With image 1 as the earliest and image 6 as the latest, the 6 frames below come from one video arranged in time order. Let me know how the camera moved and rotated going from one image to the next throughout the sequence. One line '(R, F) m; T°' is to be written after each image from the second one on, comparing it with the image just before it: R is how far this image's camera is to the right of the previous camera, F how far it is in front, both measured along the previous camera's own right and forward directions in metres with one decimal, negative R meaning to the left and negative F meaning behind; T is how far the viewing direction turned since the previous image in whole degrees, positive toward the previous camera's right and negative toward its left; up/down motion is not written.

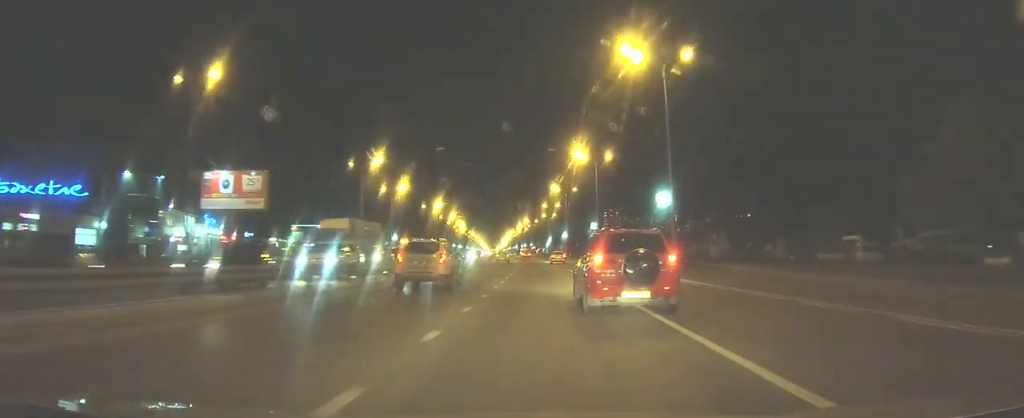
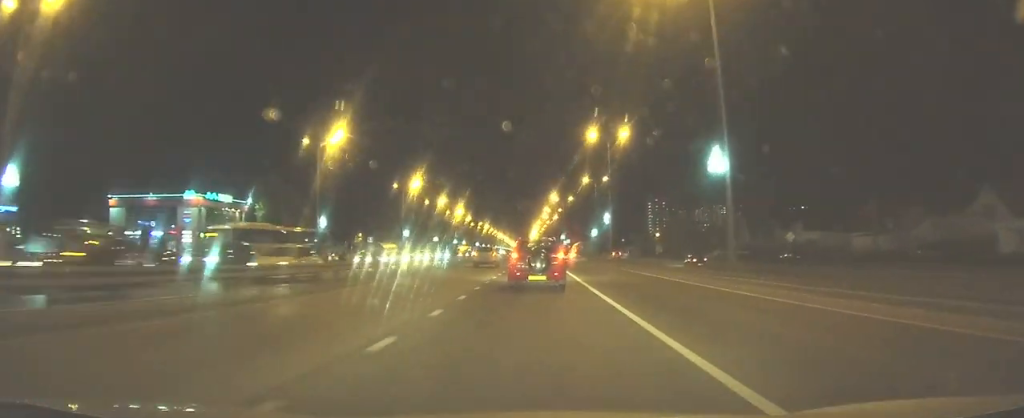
(-0.4, +91.9) m; -2°
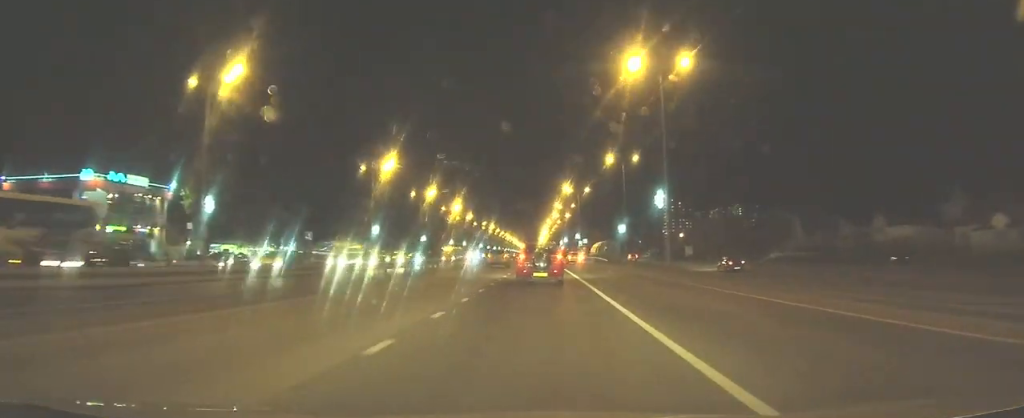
(-0.5, +26.4) m; -1°
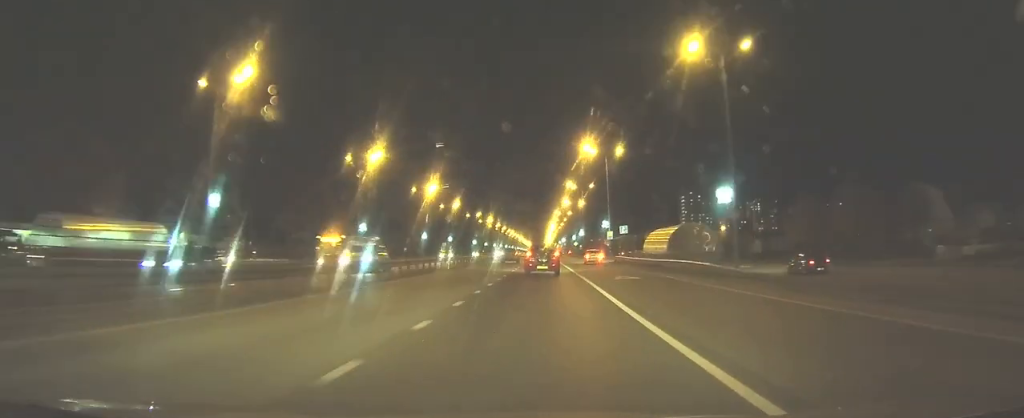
(-0.5, +43.9) m; -1°
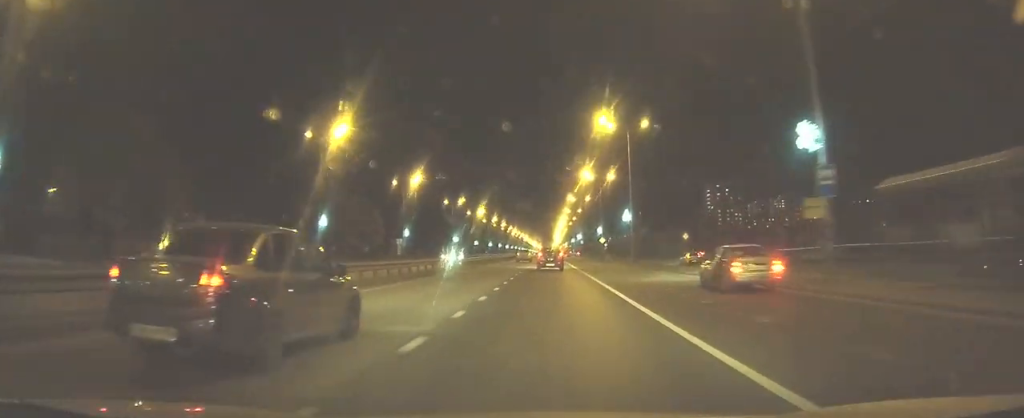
(-0.3, +54.0) m; -1°
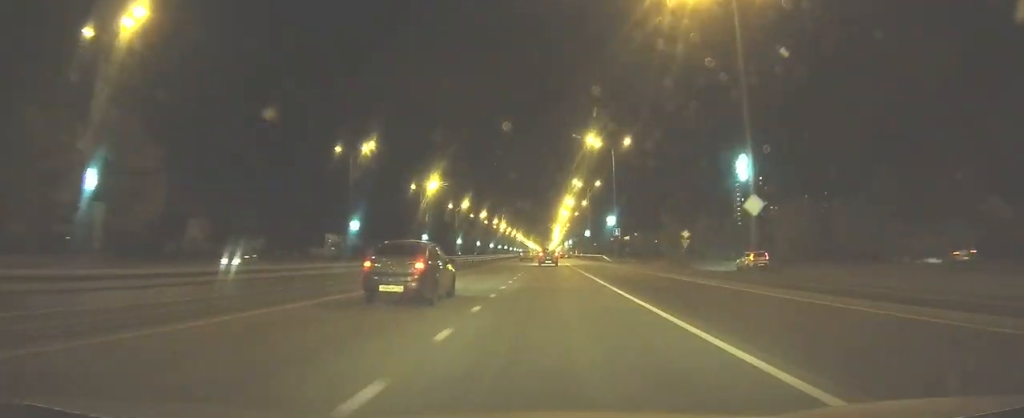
(-0.4, +69.8) m; 0°
